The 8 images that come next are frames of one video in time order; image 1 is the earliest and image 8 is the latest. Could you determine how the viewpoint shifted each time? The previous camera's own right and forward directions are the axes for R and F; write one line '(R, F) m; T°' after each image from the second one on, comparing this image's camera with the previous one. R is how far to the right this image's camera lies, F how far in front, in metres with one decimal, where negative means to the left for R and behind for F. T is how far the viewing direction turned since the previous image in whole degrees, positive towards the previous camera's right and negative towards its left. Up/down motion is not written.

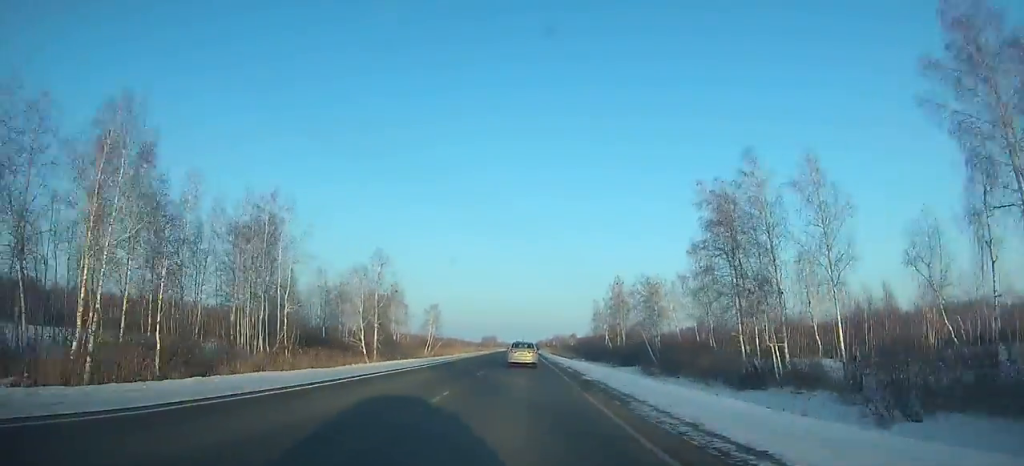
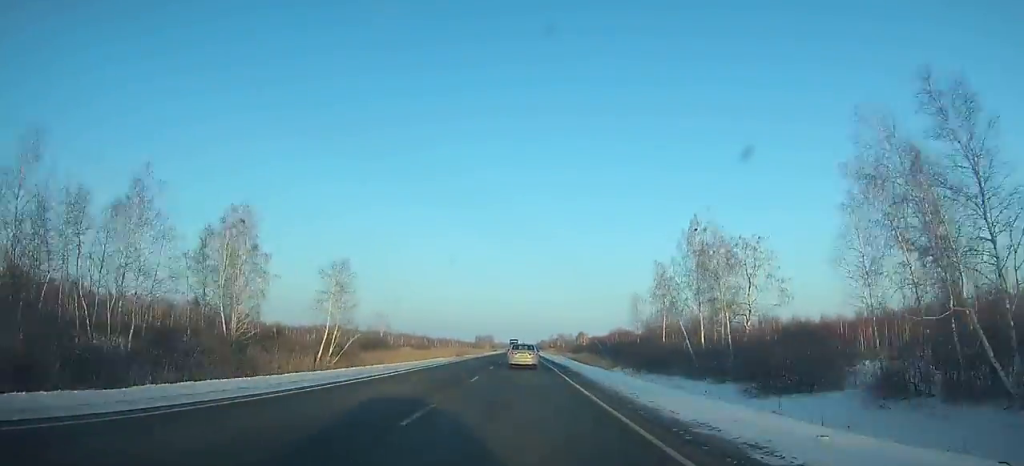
(+0.1, +62.3) m; 0°
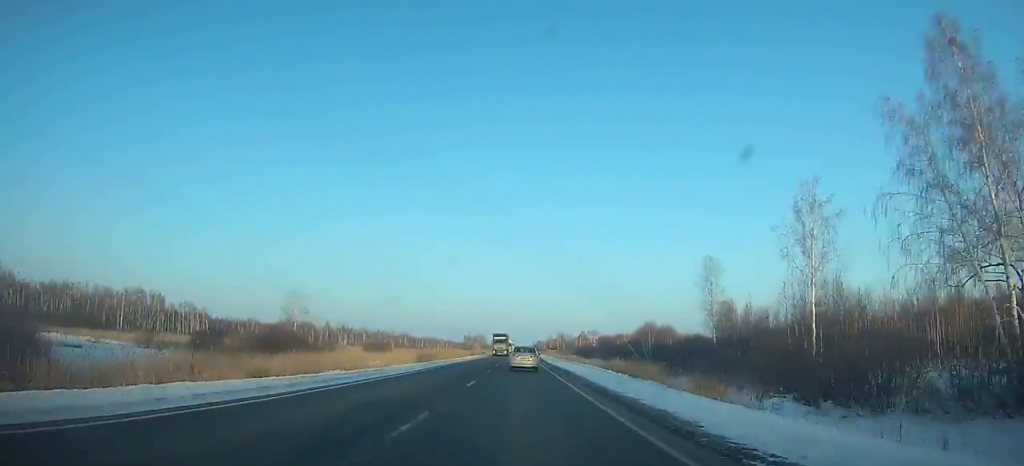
(0.0, +48.8) m; 0°
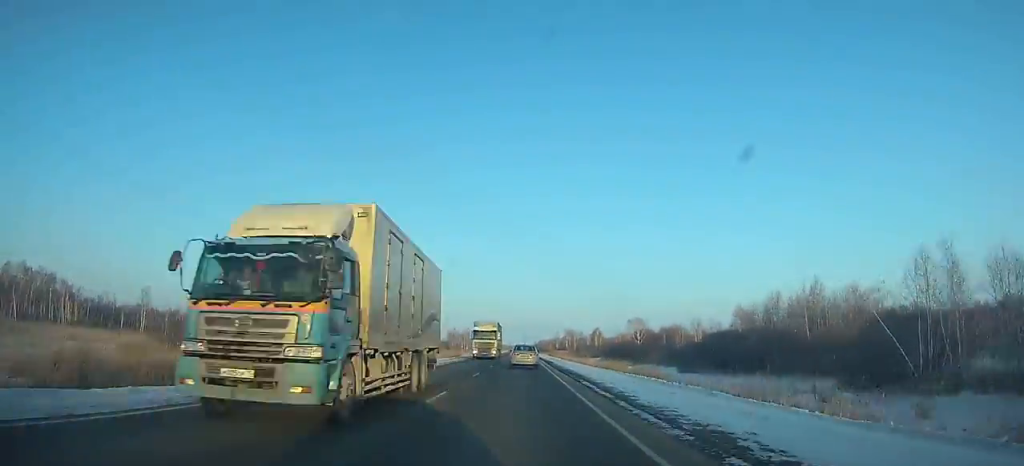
(+0.2, +78.7) m; 0°
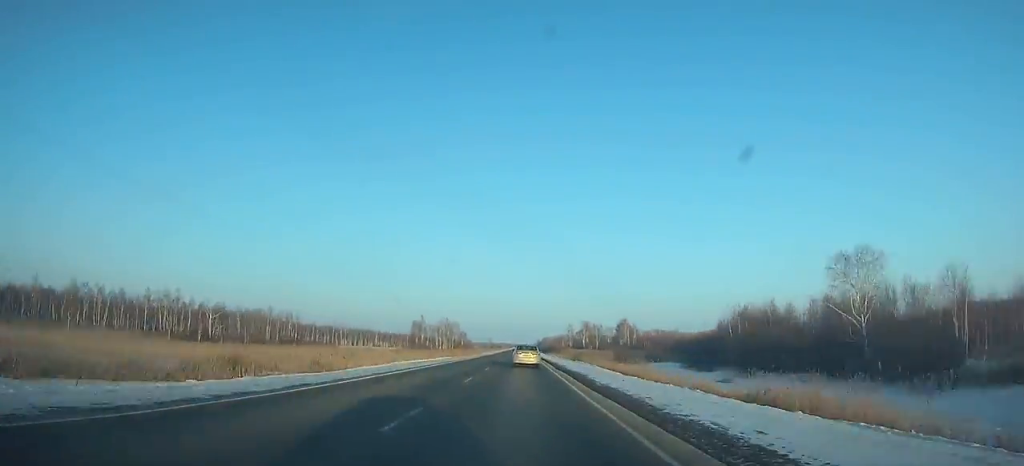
(-0.3, +86.8) m; 0°
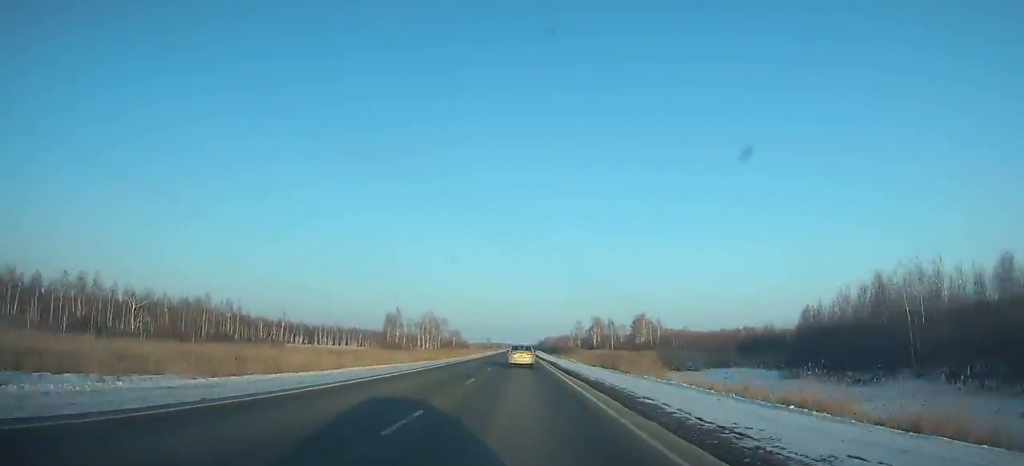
(-0.1, +35.3) m; 0°
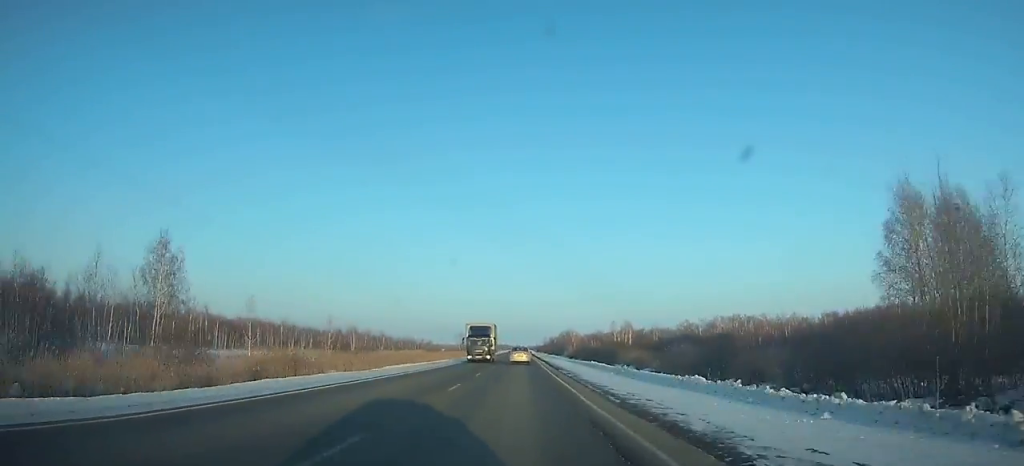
(+0.8, +218.0) m; 0°
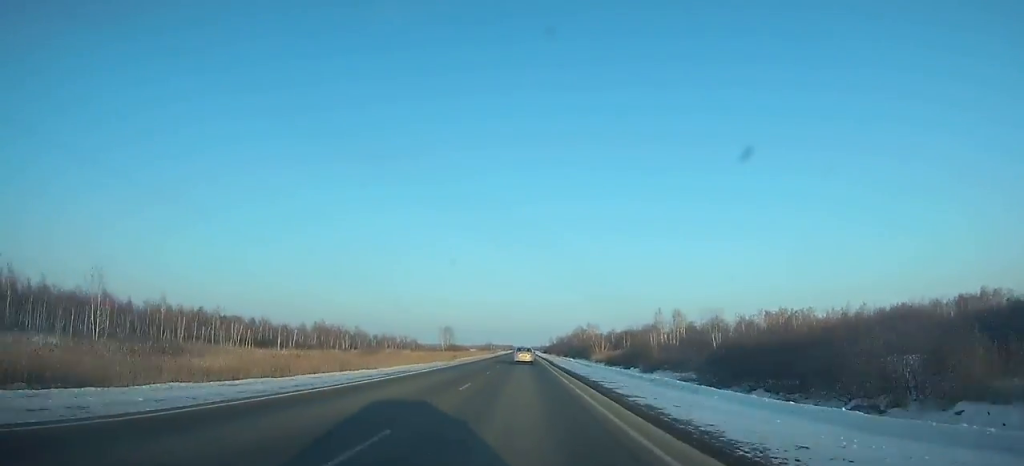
(-0.1, +70.8) m; 0°
